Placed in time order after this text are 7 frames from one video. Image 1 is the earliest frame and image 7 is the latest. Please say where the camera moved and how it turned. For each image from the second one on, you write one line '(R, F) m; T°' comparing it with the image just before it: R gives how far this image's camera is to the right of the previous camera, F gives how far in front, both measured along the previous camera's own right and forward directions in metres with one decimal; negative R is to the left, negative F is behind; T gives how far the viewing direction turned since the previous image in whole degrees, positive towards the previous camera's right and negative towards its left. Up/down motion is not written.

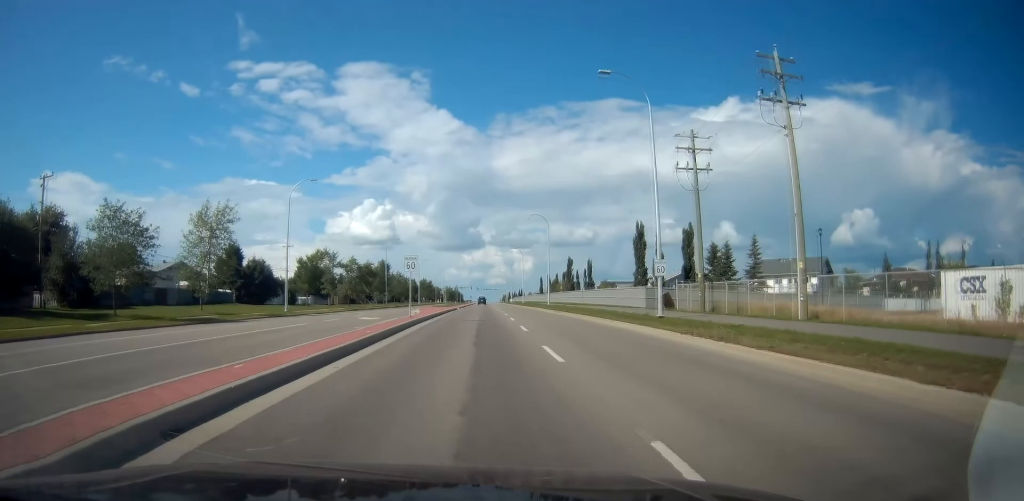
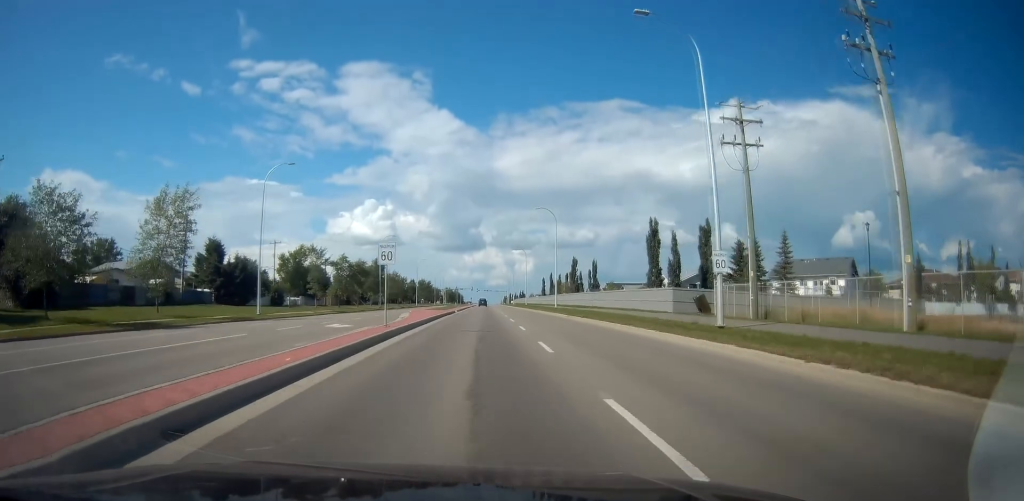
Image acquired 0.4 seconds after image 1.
(0.0, +6.9) m; 0°
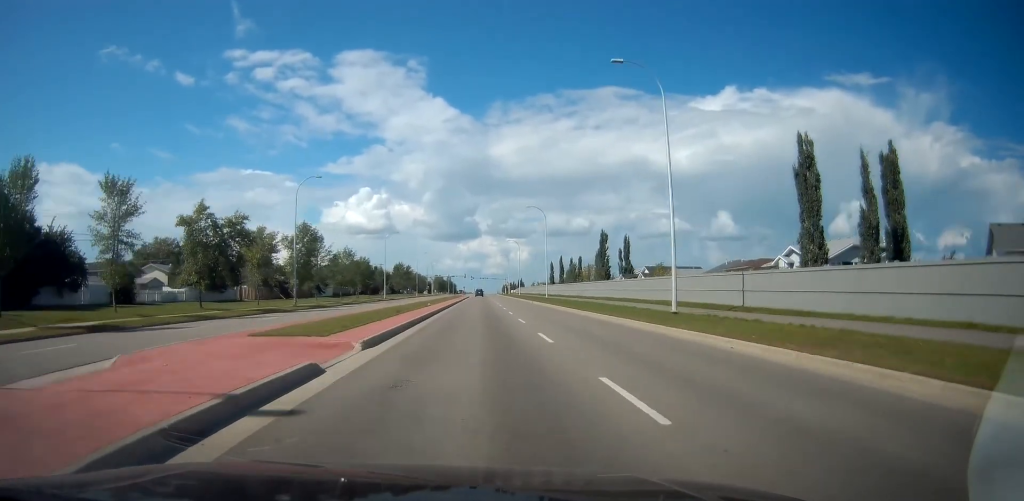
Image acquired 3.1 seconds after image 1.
(0.0, +43.5) m; 0°
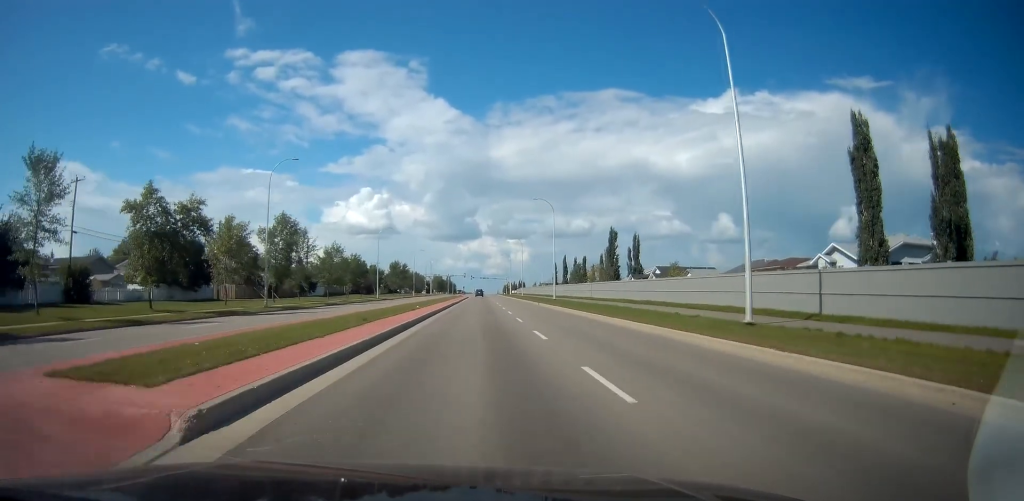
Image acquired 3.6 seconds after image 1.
(0.0, +7.5) m; 0°
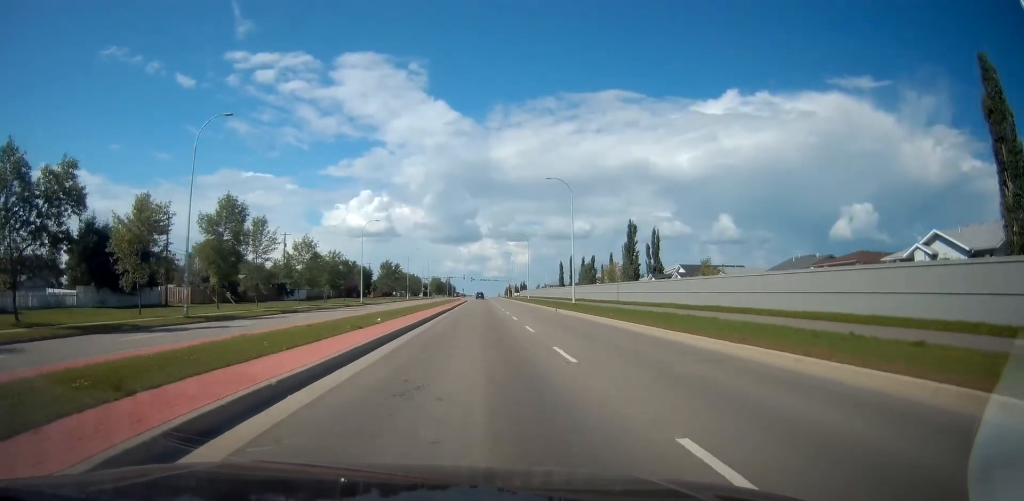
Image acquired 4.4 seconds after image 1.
(0.0, +13.7) m; 0°
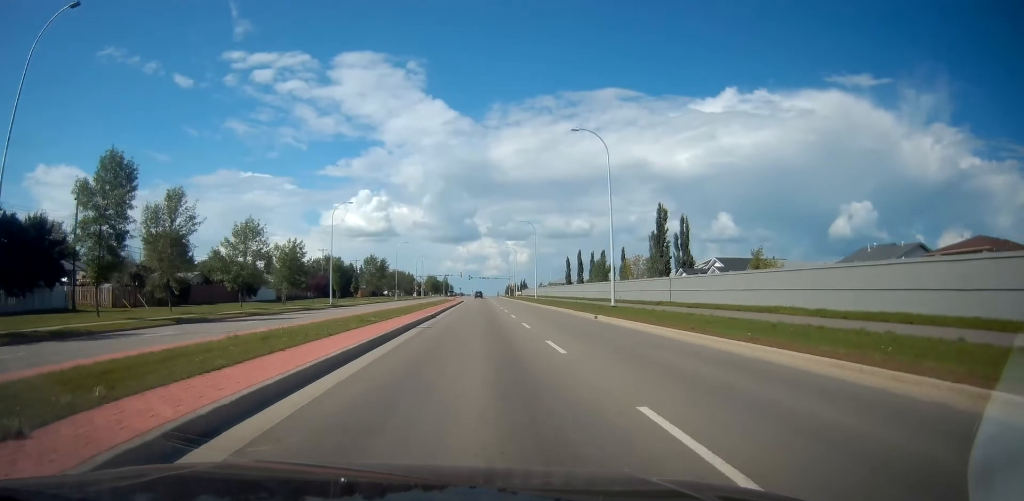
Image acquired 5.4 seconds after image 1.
(0.0, +16.9) m; 0°
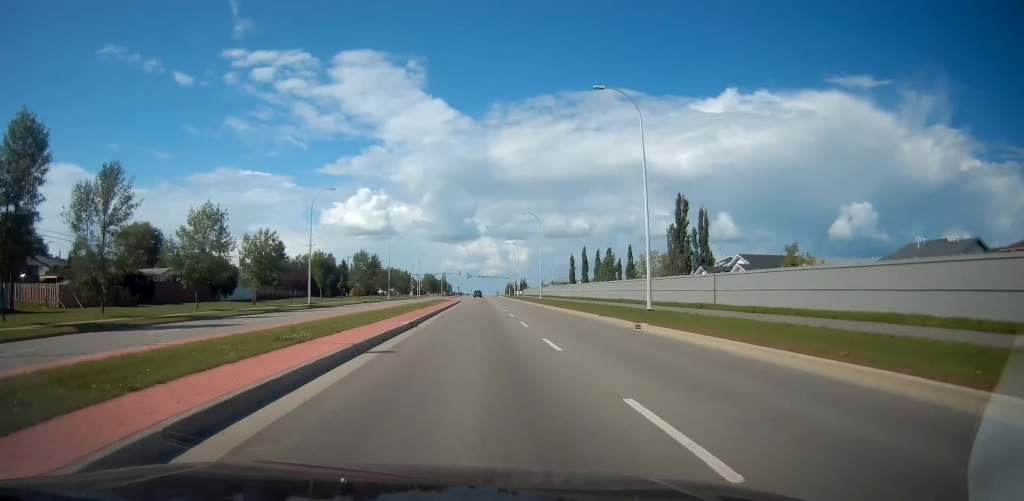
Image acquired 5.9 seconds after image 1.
(0.0, +8.6) m; 0°
